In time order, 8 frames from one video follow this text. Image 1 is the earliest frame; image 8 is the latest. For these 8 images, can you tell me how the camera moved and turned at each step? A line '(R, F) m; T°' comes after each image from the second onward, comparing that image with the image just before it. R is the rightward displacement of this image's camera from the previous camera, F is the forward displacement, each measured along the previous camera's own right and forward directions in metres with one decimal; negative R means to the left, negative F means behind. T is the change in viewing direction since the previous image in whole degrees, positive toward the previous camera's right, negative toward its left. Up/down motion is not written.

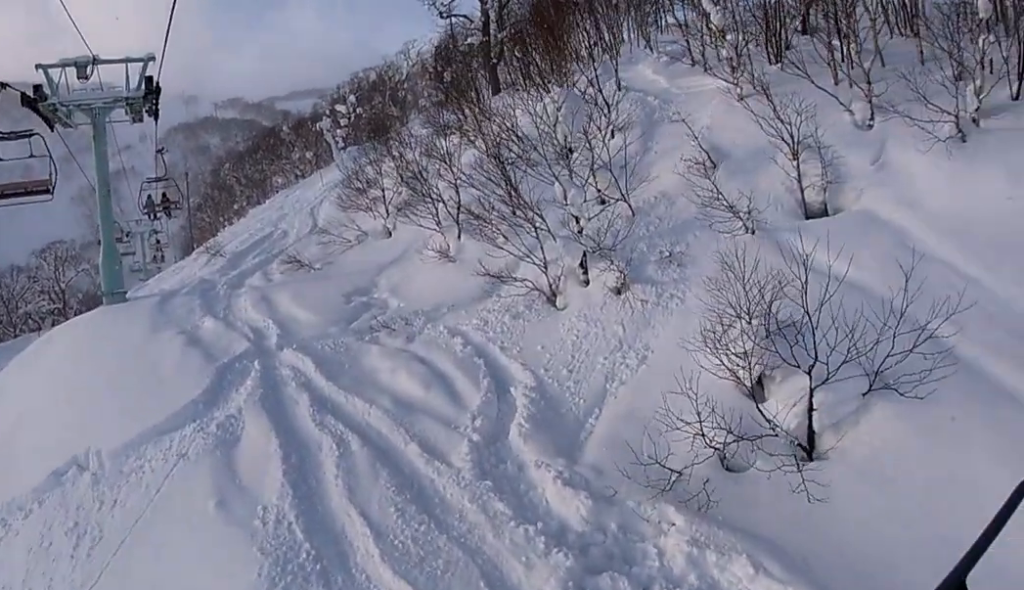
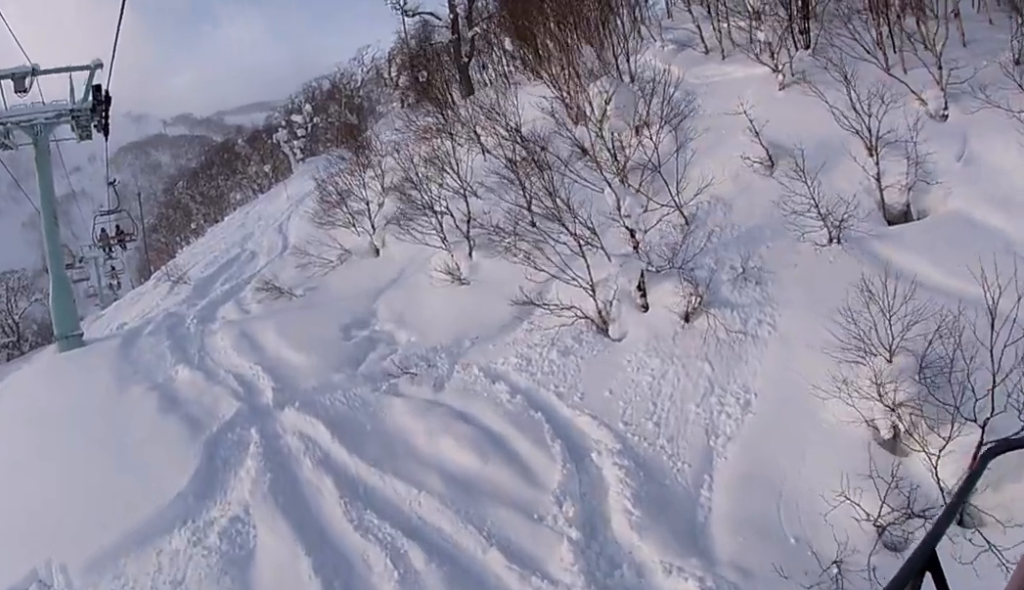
(+1.1, +2.6) m; +11°
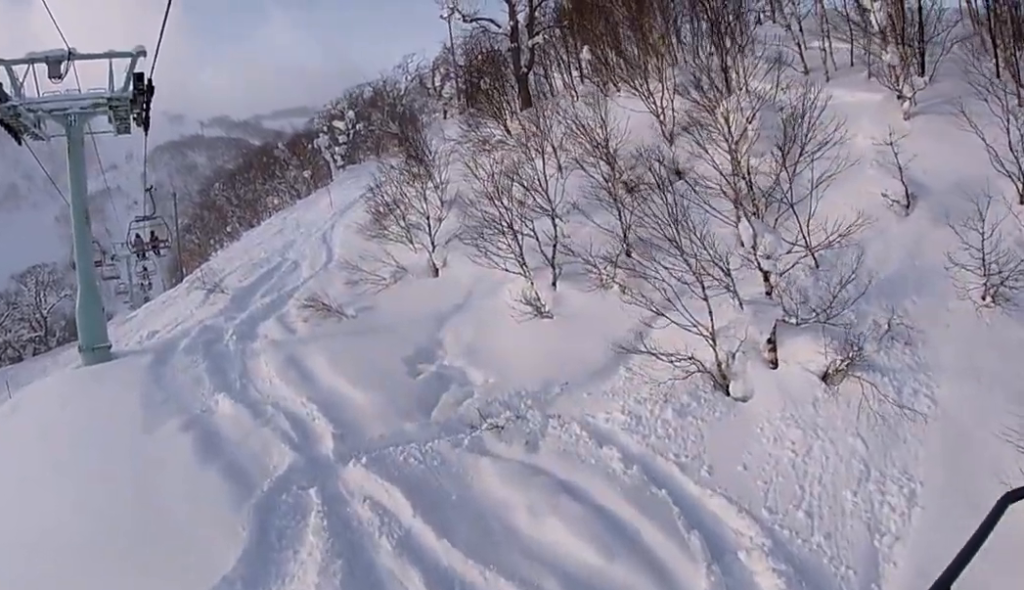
(0.0, +2.1) m; -3°
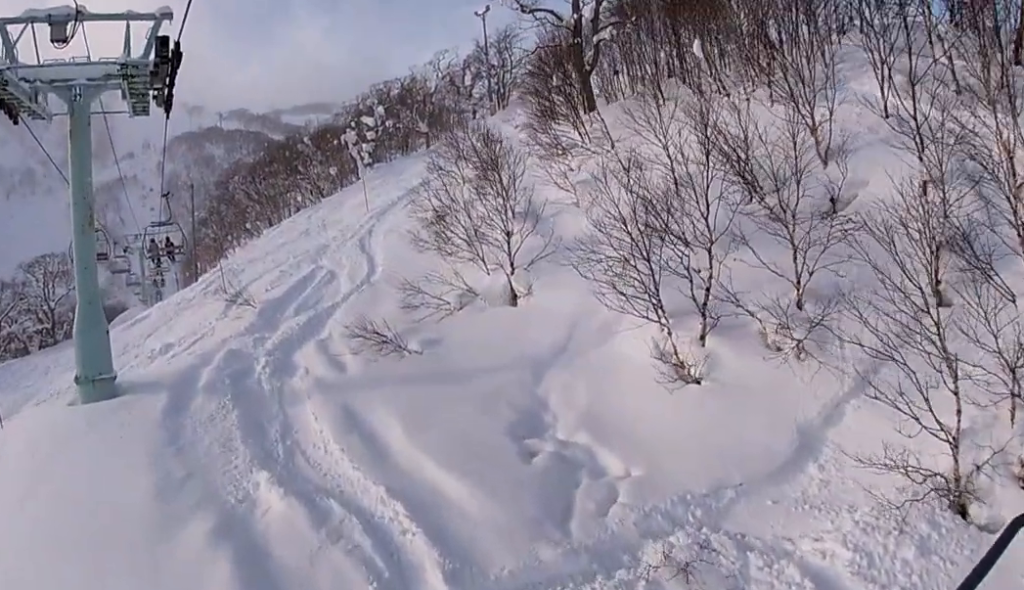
(-0.5, +3.7) m; -12°
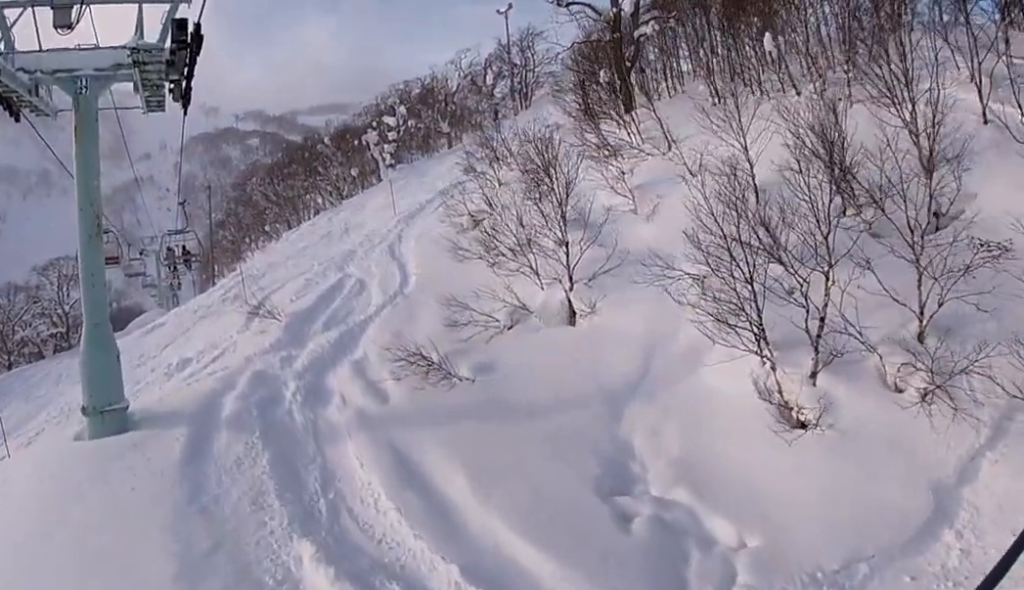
(-0.3, +1.7) m; 0°
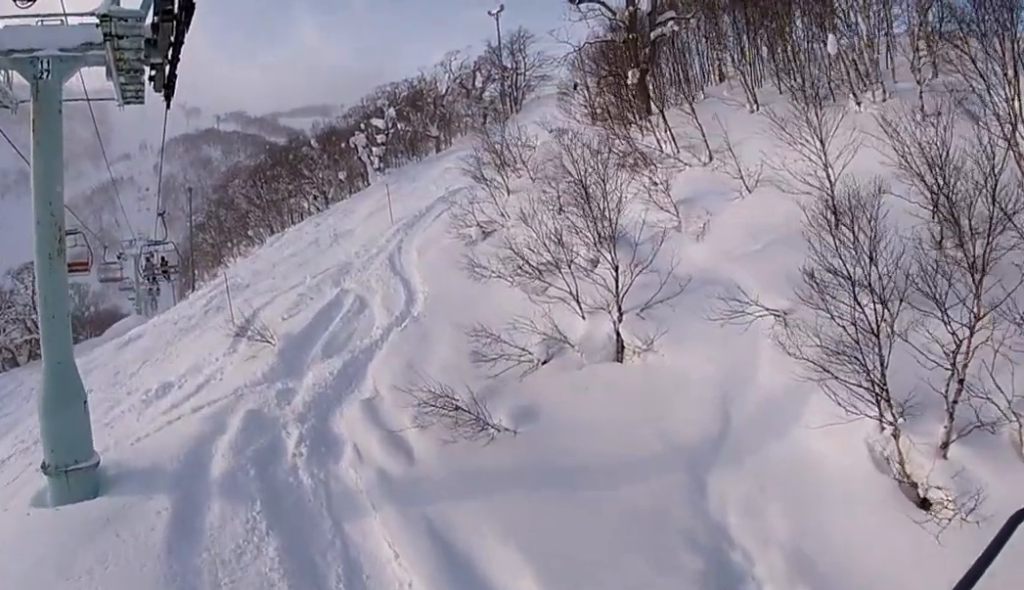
(0.0, +2.4) m; -2°
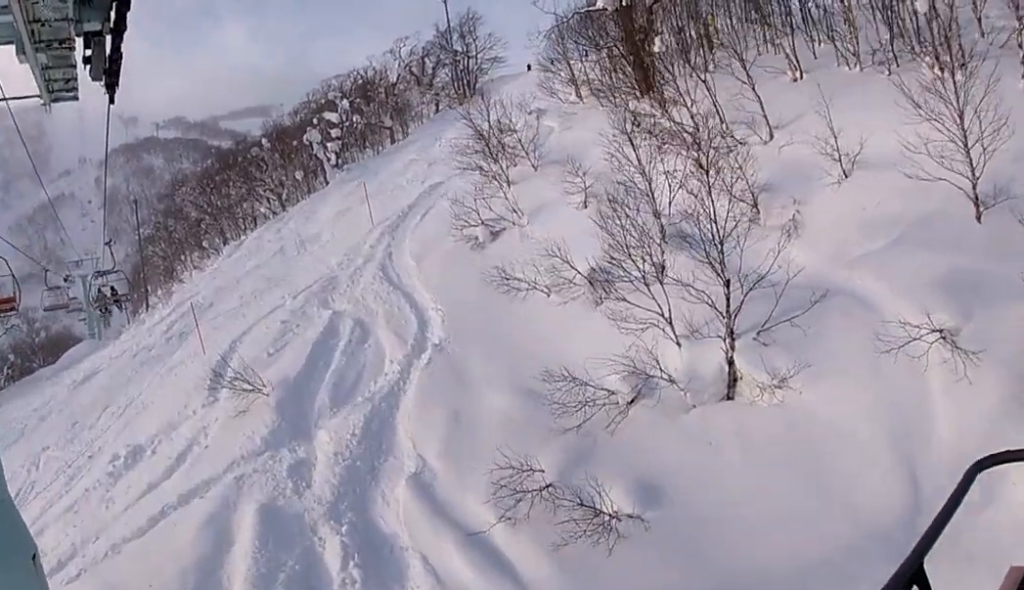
(+0.3, +3.7) m; -4°
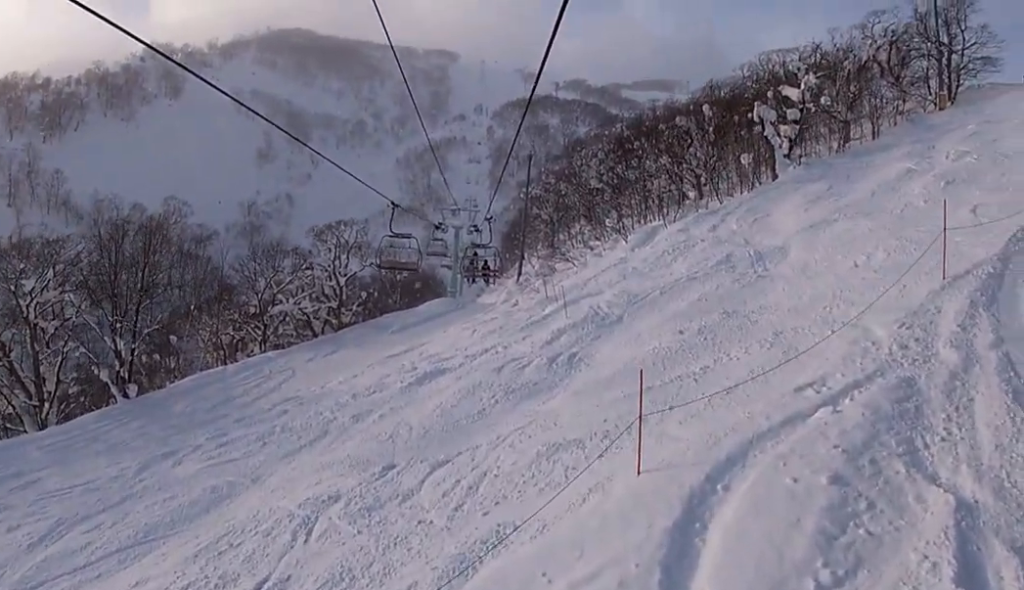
(+0.6, +9.9) m; +7°
